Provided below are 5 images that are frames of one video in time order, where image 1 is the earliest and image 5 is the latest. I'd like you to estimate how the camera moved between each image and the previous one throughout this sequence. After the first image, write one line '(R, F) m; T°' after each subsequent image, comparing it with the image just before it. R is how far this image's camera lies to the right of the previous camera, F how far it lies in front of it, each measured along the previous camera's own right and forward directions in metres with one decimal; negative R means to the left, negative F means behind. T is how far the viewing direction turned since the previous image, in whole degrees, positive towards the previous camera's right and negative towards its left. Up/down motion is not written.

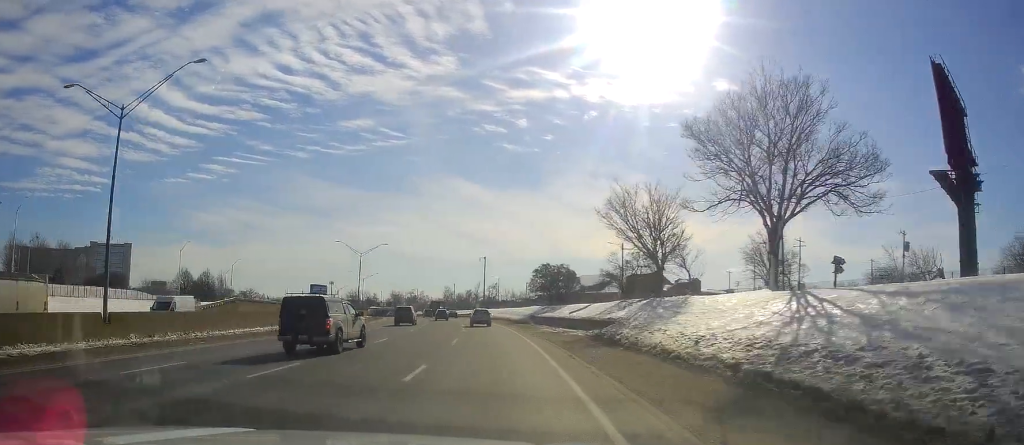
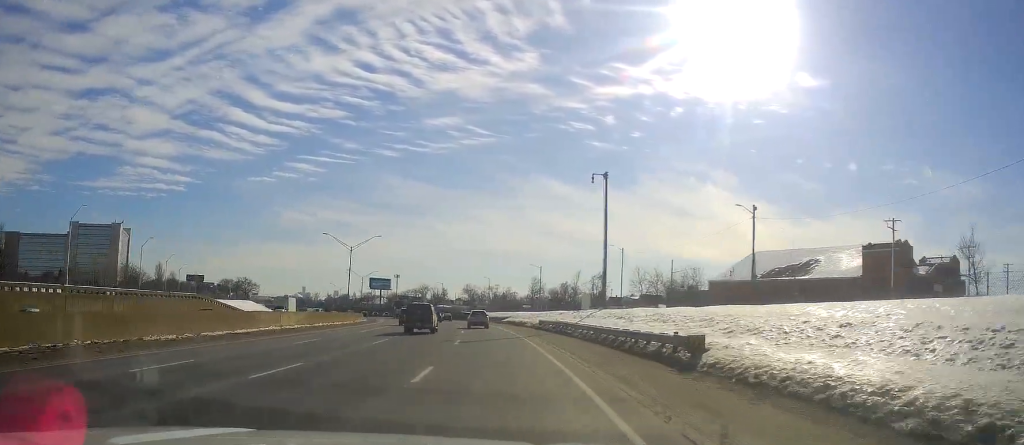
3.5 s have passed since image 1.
(-5.4, +81.4) m; -7°
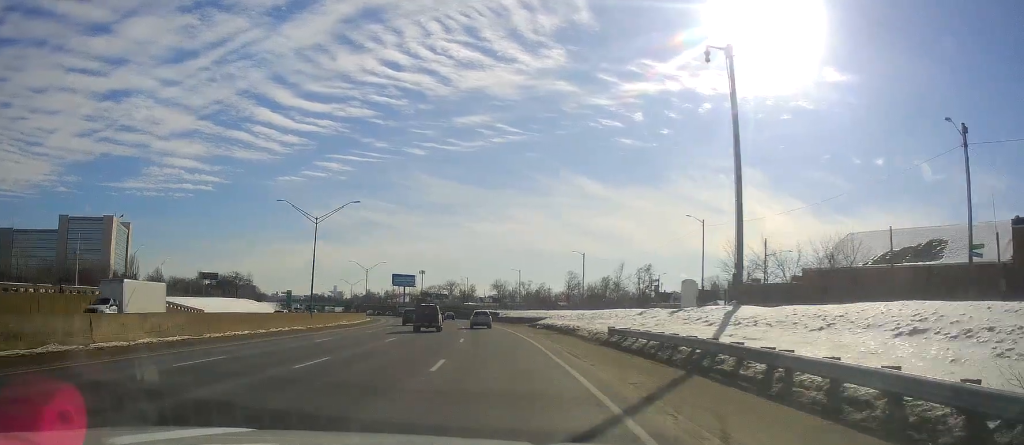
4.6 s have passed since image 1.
(-1.1, +27.0) m; -4°
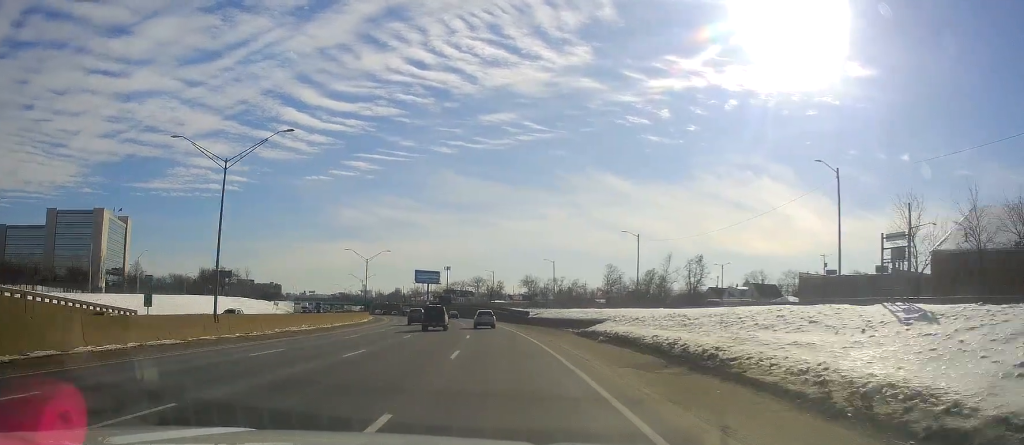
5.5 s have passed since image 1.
(-0.6, +25.4) m; -2°
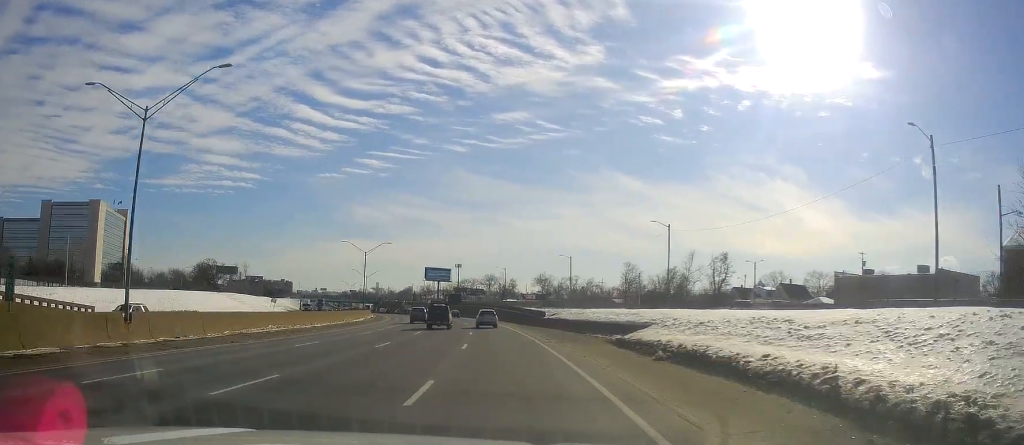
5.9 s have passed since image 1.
(-0.1, +10.8) m; -1°
